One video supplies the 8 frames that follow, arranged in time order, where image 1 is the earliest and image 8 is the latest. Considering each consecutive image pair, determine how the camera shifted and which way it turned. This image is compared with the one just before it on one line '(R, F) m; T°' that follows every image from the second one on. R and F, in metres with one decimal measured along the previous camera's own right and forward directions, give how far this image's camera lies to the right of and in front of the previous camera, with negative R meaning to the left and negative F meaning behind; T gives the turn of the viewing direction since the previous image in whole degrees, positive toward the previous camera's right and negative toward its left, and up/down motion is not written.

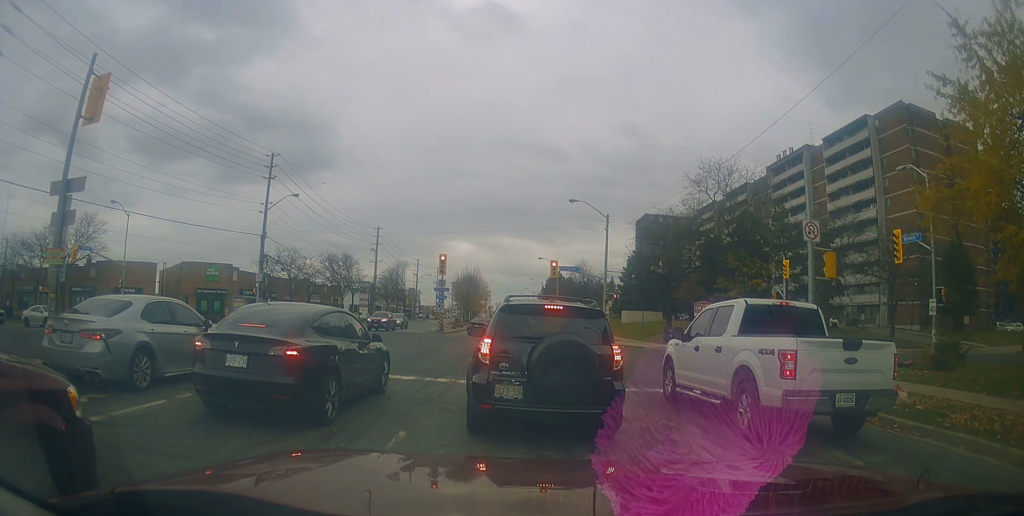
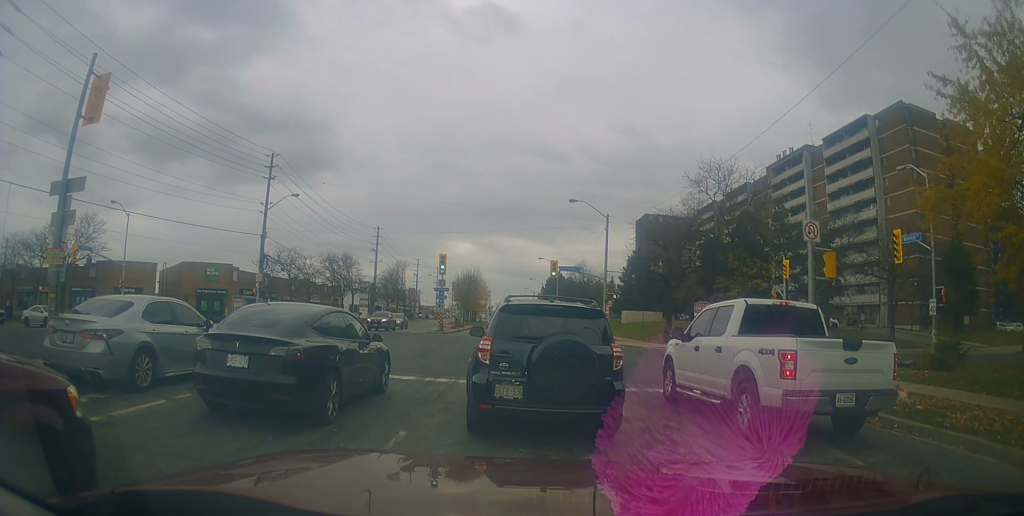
(0.0, 0.0) m; 0°
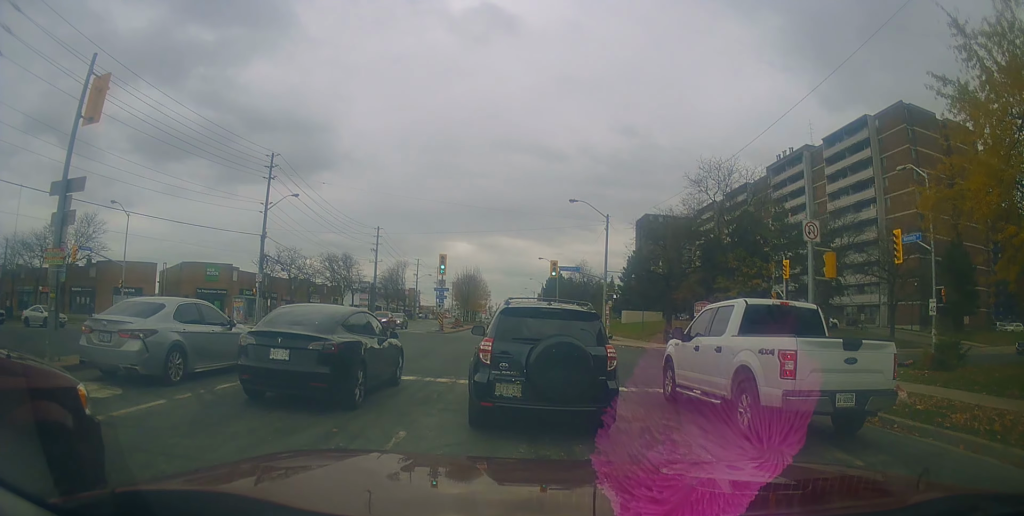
(0.0, 0.0) m; 0°
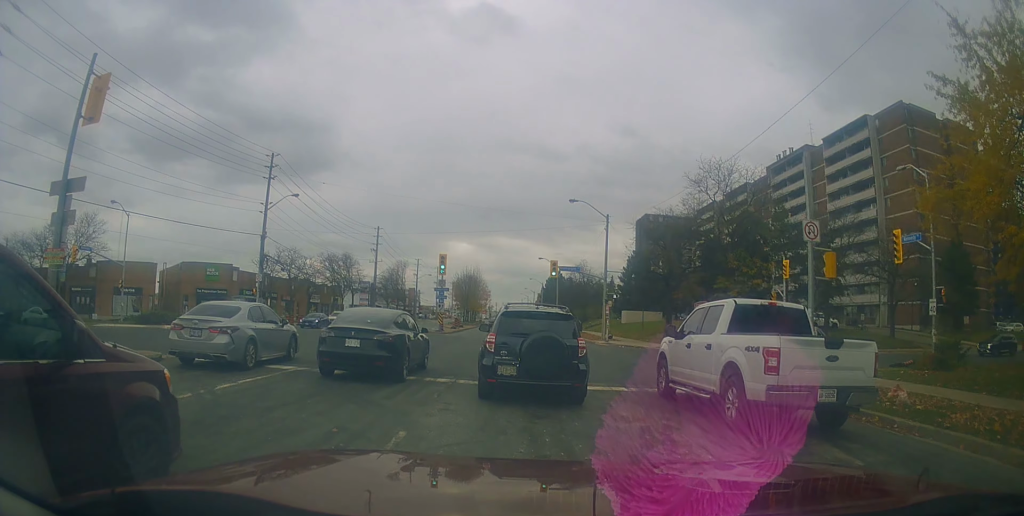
(0.0, 0.0) m; 0°
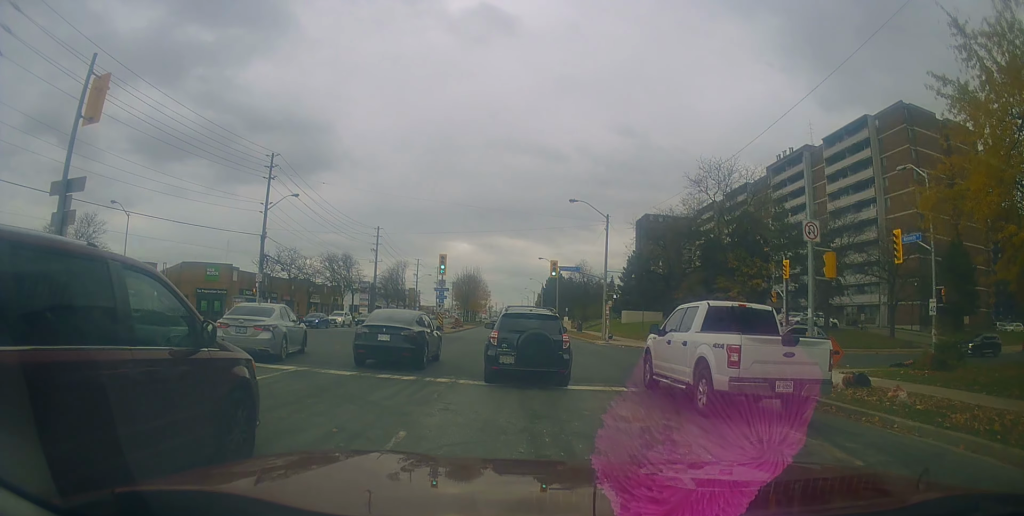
(0.0, +0.1) m; 0°
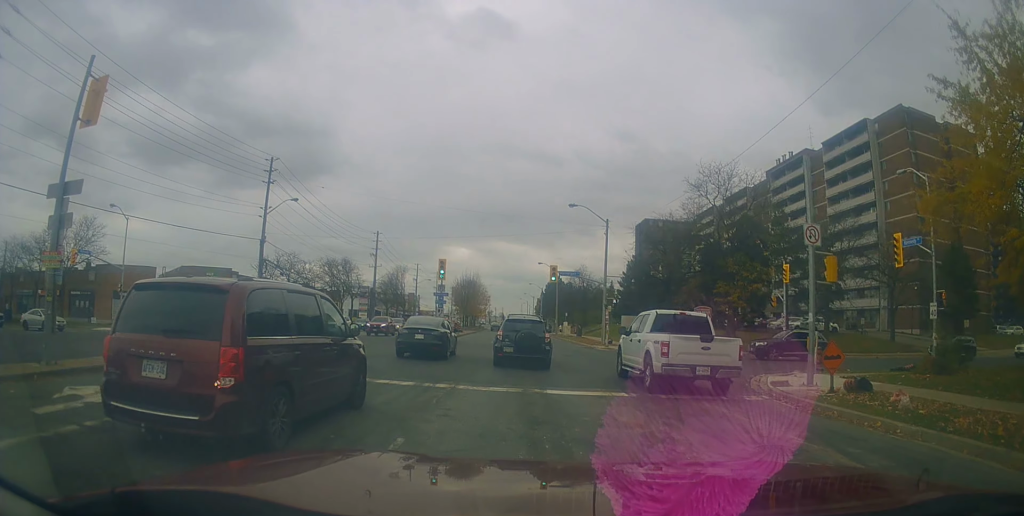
(0.0, +0.8) m; 0°
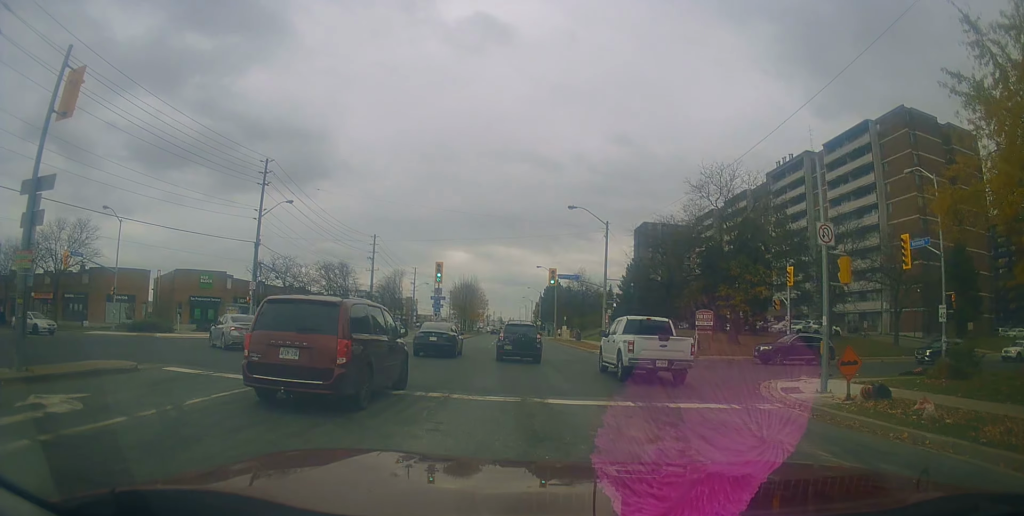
(-0.1, +1.6) m; 0°
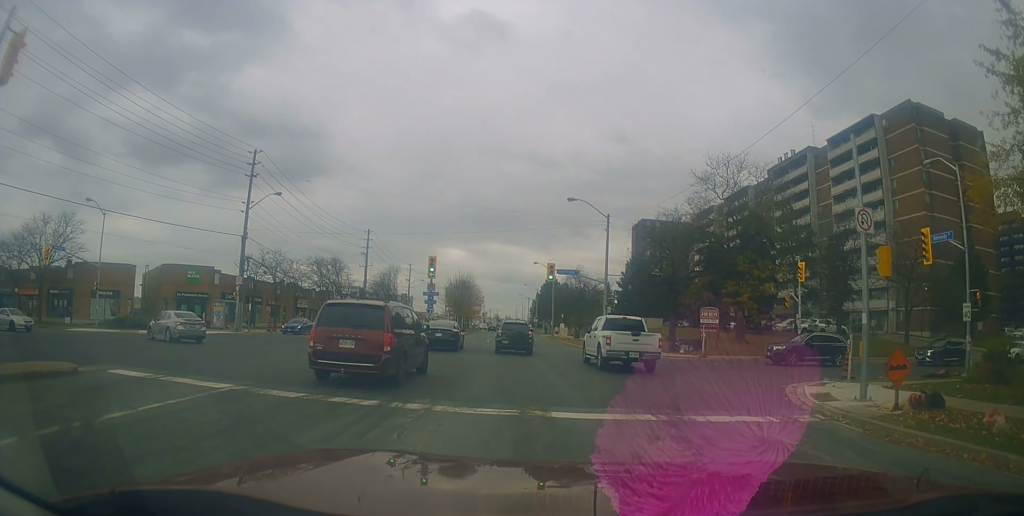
(0.0, +3.3) m; 0°
